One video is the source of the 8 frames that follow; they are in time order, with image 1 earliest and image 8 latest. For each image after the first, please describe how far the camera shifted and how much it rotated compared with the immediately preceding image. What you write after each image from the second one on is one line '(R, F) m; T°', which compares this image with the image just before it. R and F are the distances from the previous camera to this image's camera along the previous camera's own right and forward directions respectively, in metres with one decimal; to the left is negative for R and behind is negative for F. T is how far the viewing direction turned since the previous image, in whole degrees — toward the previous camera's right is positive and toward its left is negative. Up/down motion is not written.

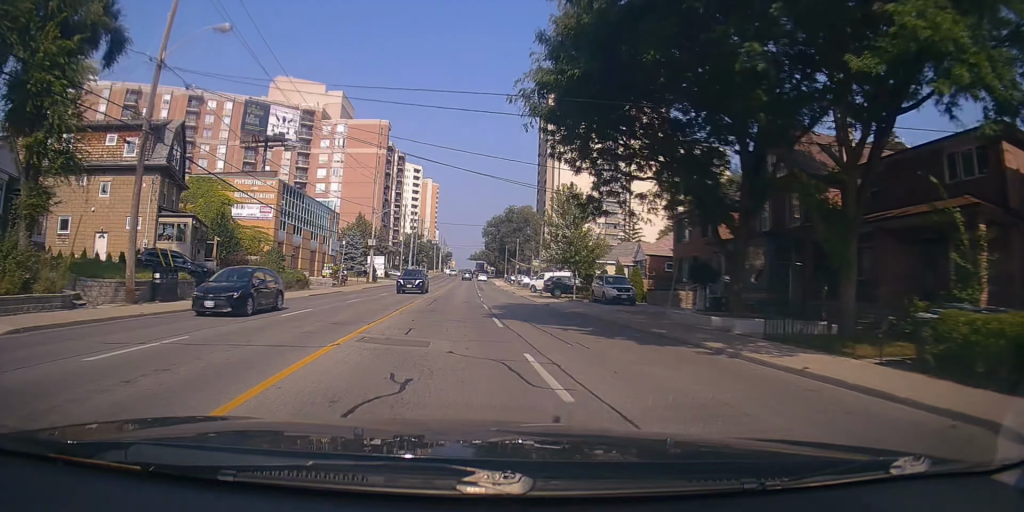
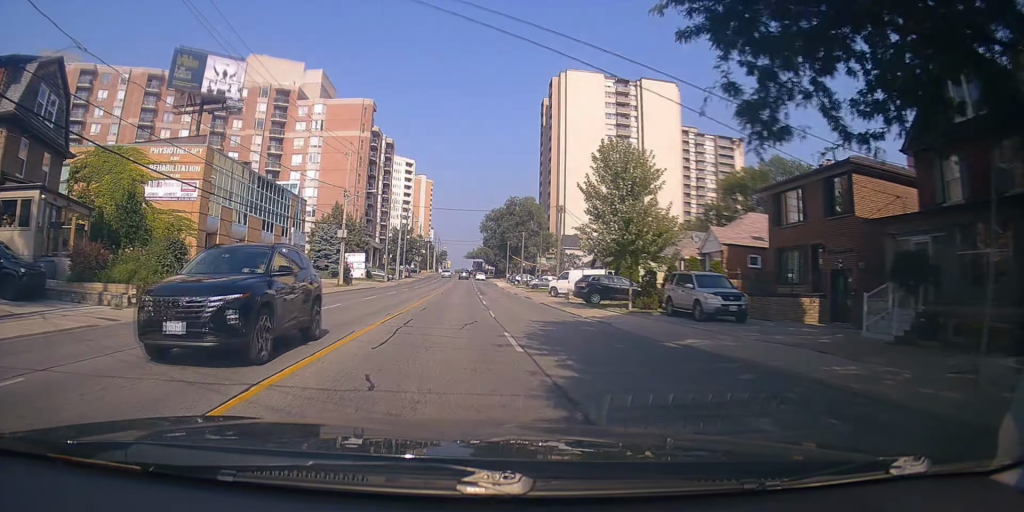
(+0.2, +13.8) m; 0°
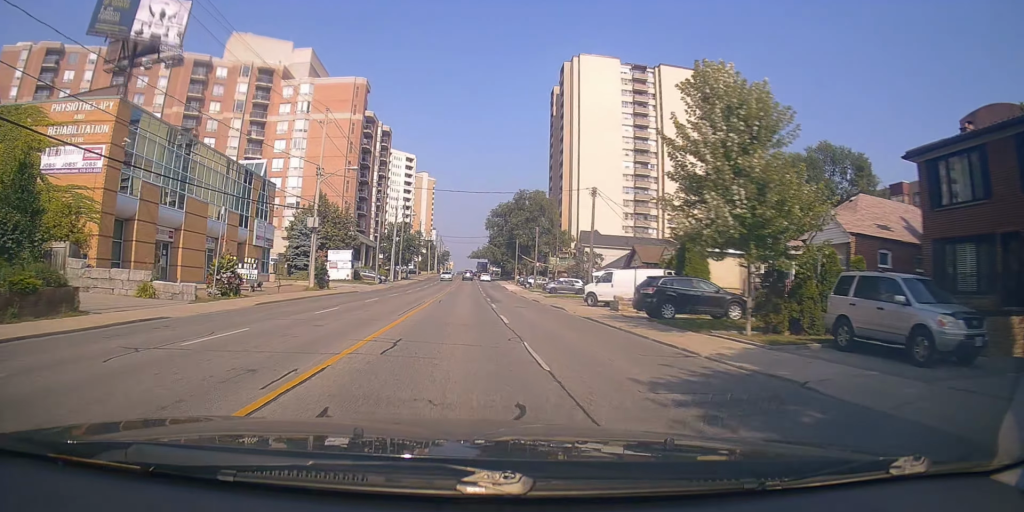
(+0.1, +10.8) m; -1°
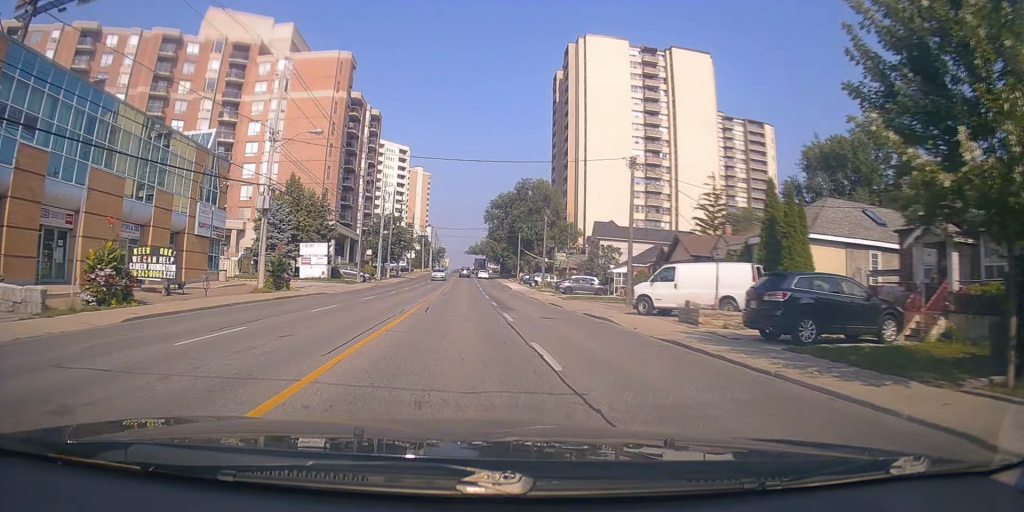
(-0.3, +9.4) m; 0°
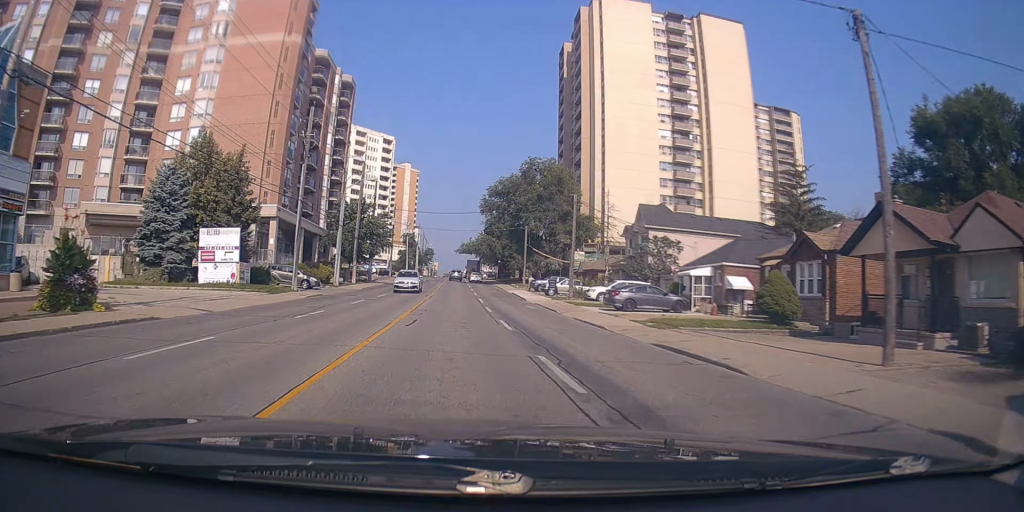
(+0.4, +18.7) m; +2°
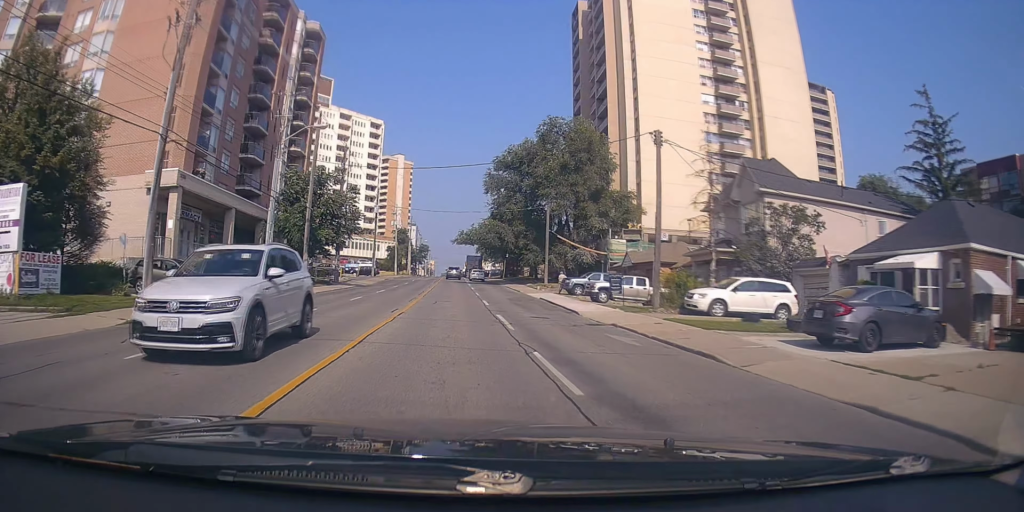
(-0.1, +17.7) m; 0°
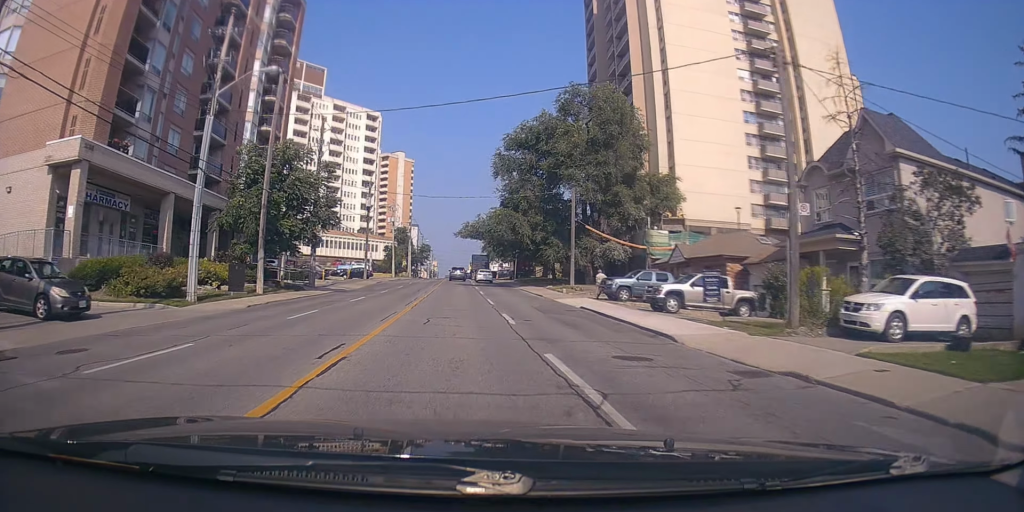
(0.0, +9.5) m; 0°
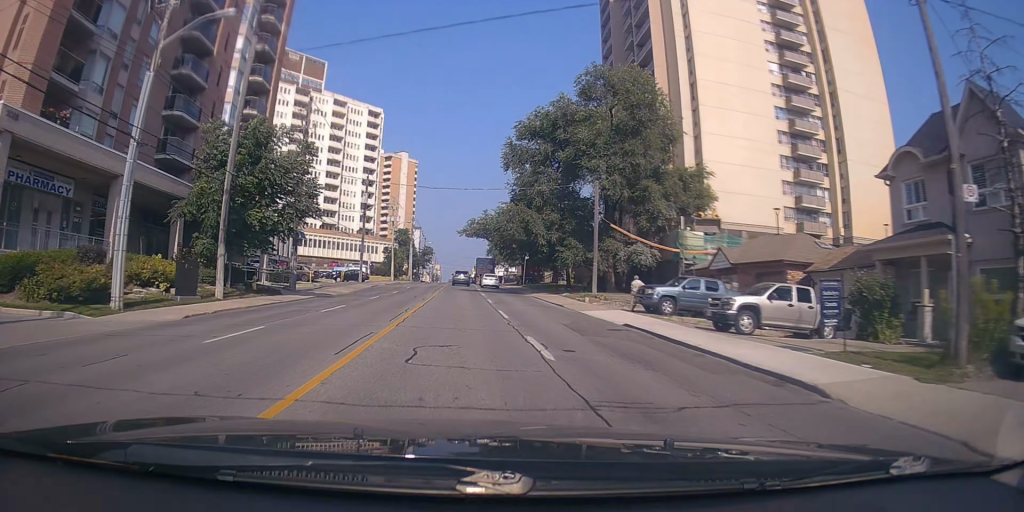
(0.0, +5.6) m; 0°
